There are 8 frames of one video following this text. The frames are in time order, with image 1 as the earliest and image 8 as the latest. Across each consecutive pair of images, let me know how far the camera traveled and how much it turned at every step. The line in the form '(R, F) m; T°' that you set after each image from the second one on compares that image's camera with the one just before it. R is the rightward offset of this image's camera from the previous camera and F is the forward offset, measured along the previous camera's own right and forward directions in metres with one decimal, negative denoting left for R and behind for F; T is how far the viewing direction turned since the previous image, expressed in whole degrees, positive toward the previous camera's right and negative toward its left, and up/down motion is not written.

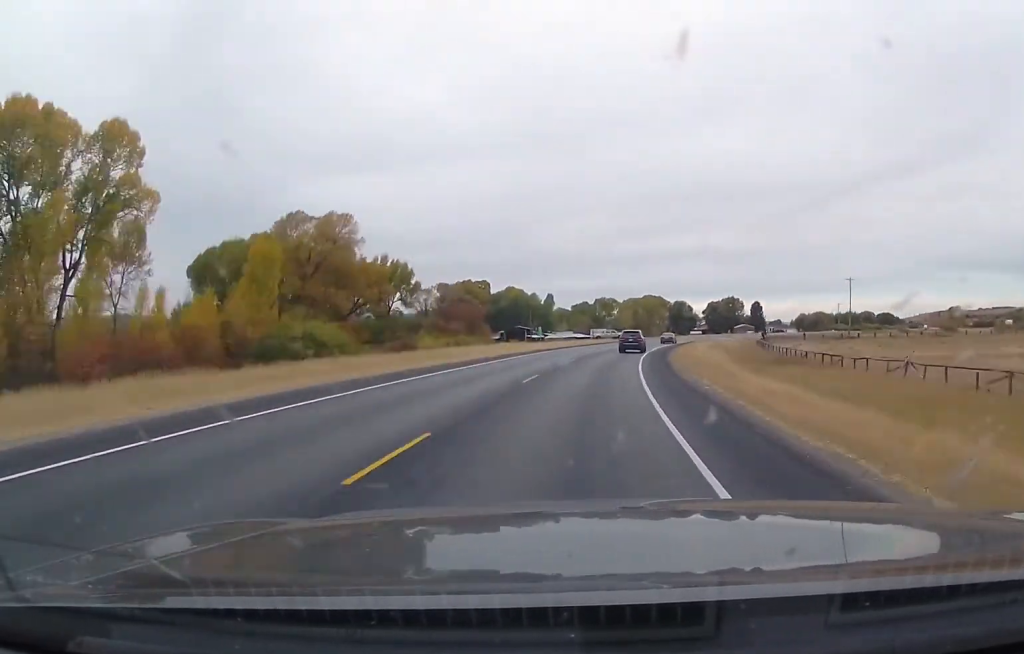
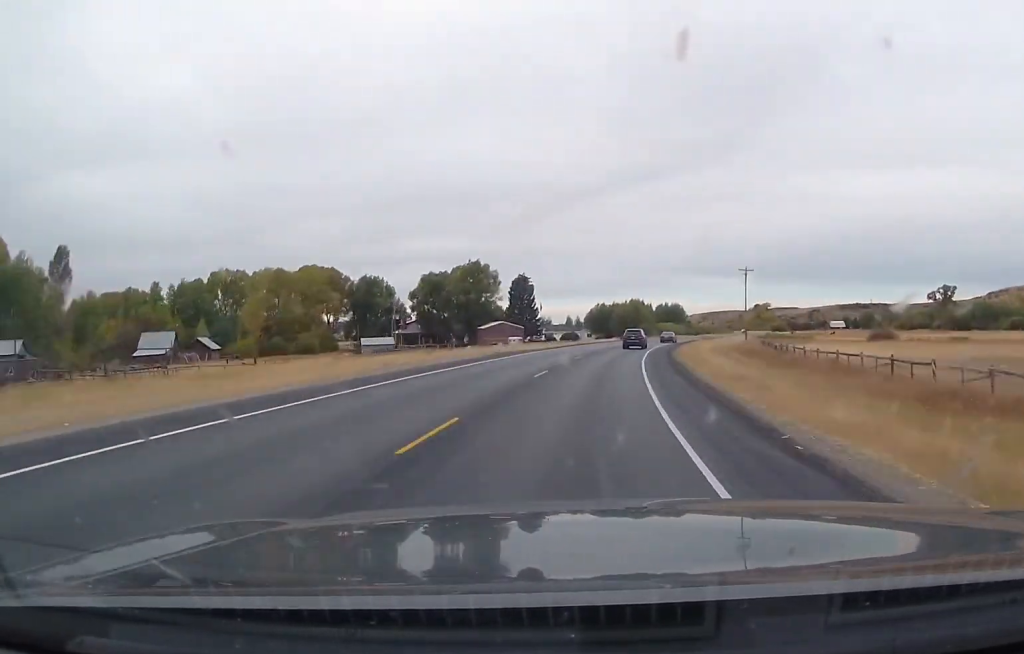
(+23.6, +166.6) m; +14°
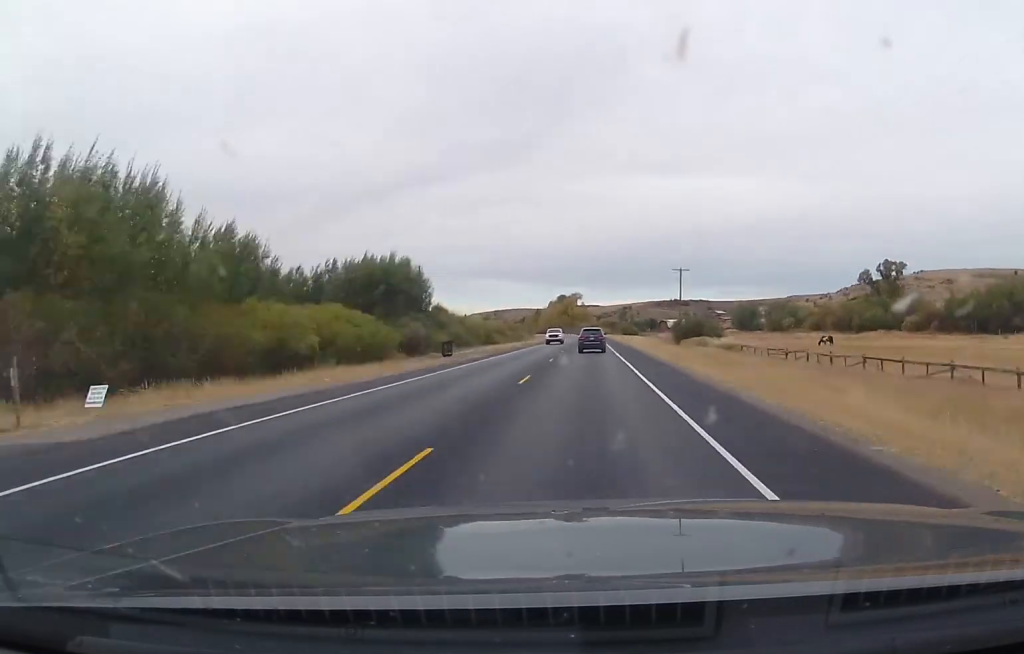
(+21.9, +151.0) m; +6°
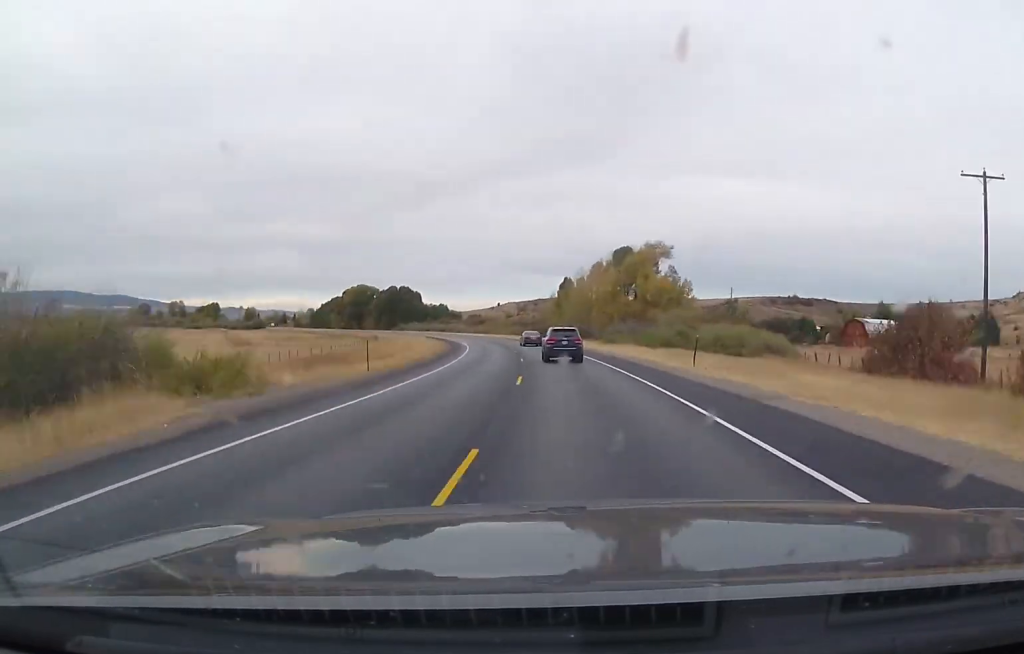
(-8.0, +190.1) m; -14°
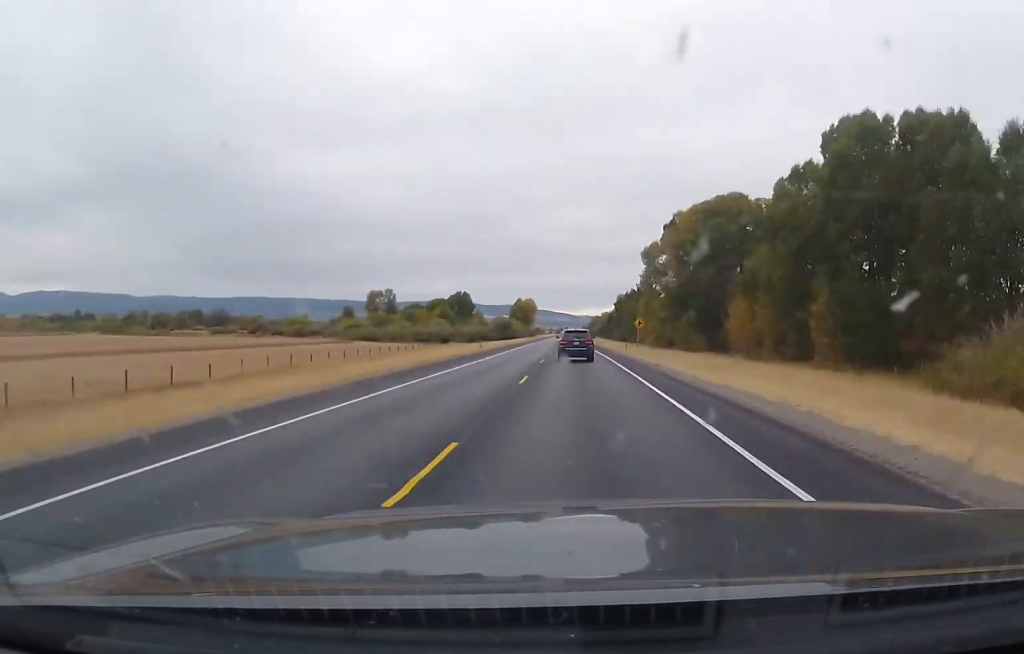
(-56.7, +235.9) m; -18°
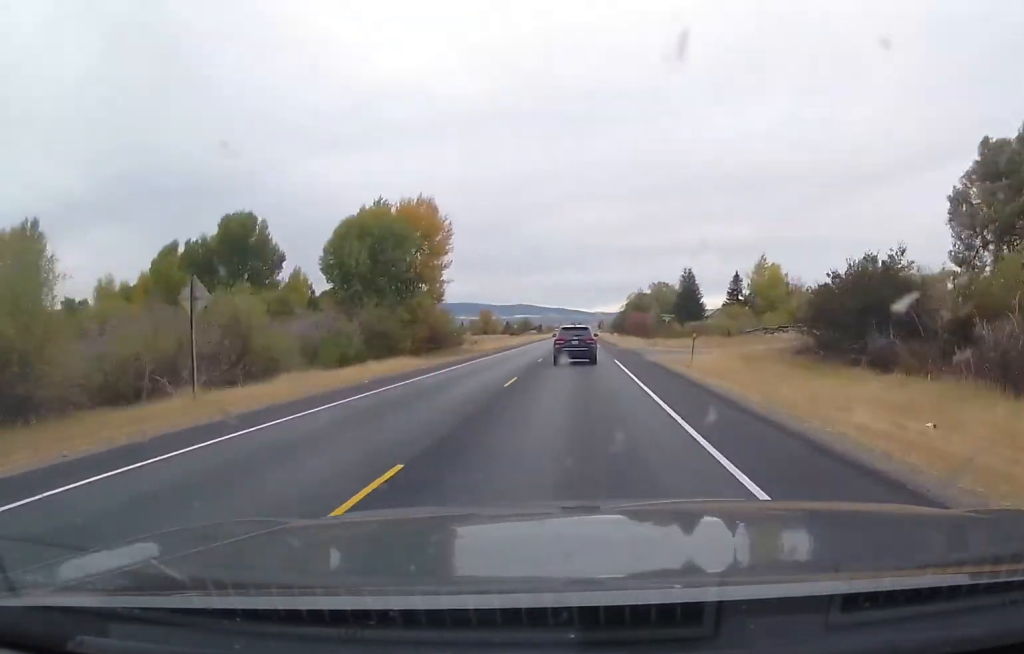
(-9.7, +186.6) m; -3°
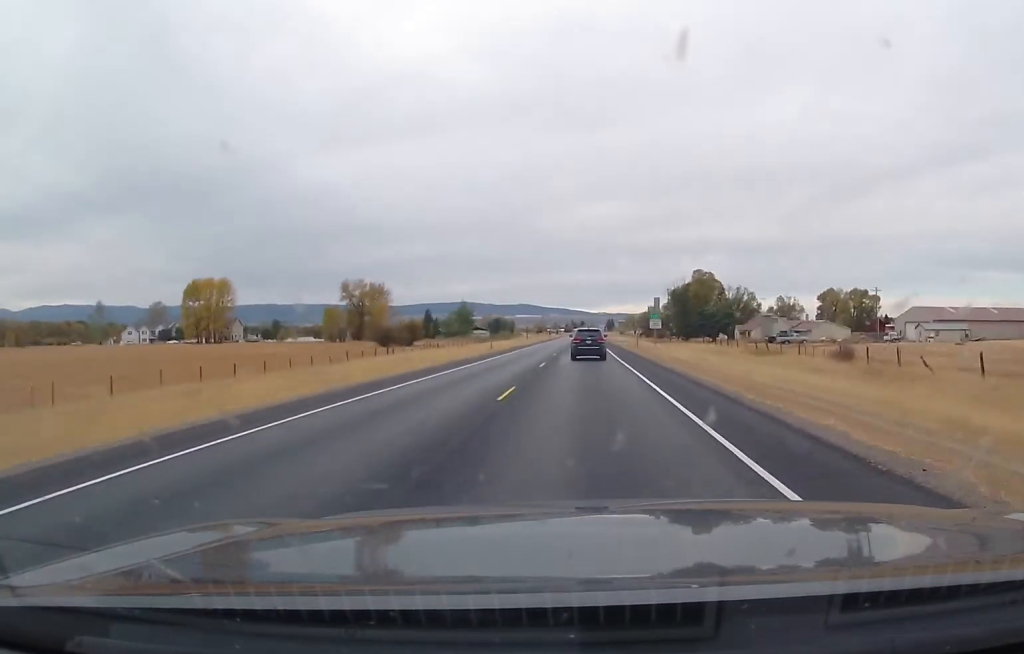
(+0.6, +251.5) m; 0°
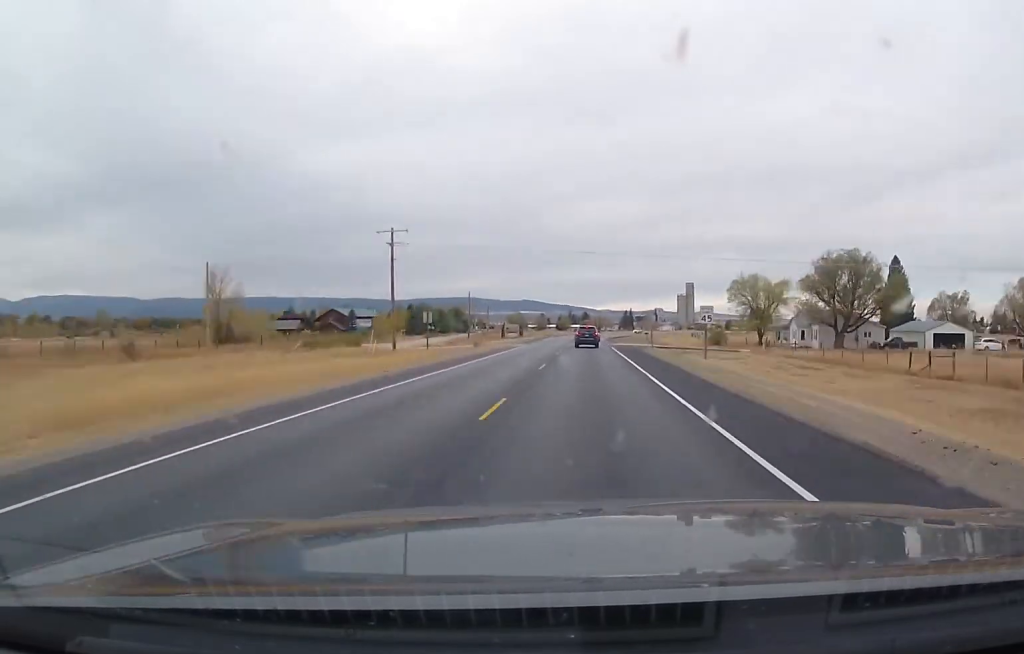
(-0.7, +240.0) m; +6°
